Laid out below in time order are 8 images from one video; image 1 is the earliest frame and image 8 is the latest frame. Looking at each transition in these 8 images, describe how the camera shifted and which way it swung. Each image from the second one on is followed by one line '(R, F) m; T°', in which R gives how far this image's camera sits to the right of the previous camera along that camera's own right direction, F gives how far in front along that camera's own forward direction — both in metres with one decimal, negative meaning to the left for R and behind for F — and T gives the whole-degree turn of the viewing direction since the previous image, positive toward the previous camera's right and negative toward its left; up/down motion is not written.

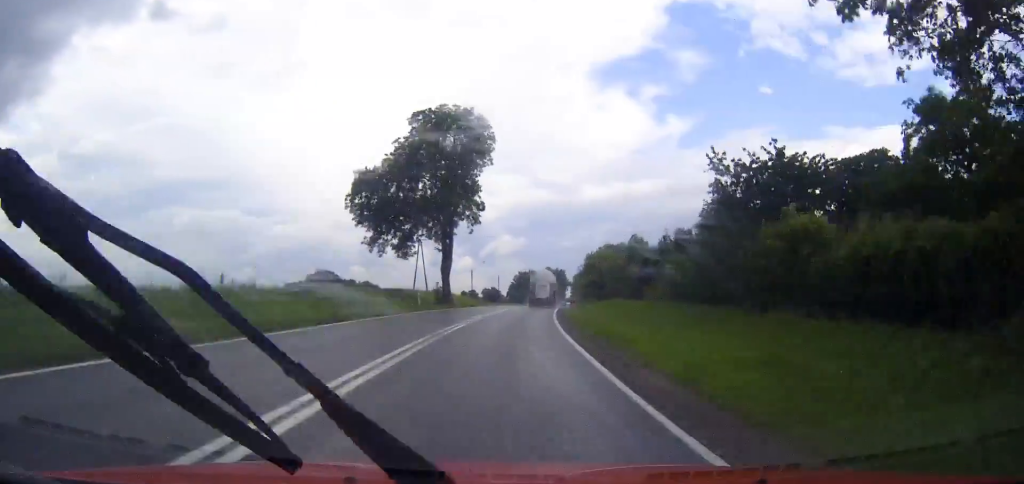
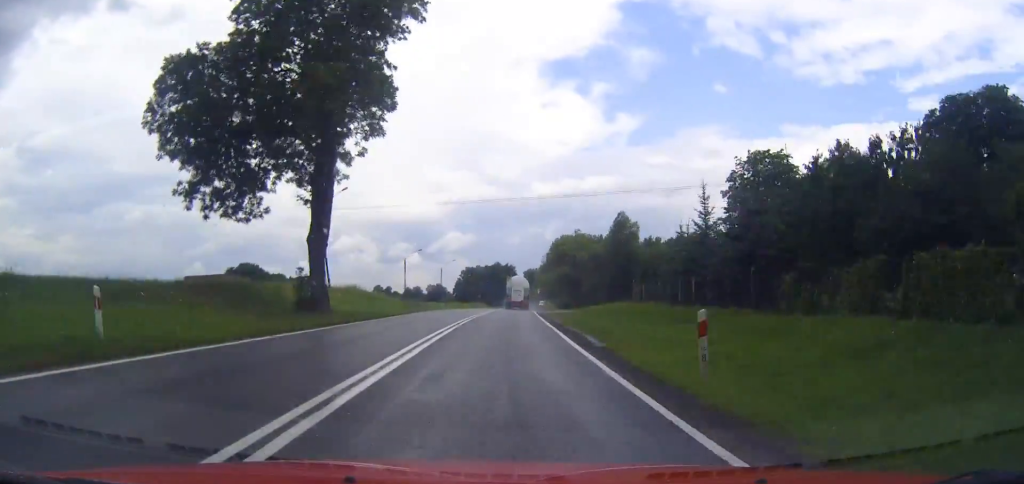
(+1.1, +34.1) m; +2°
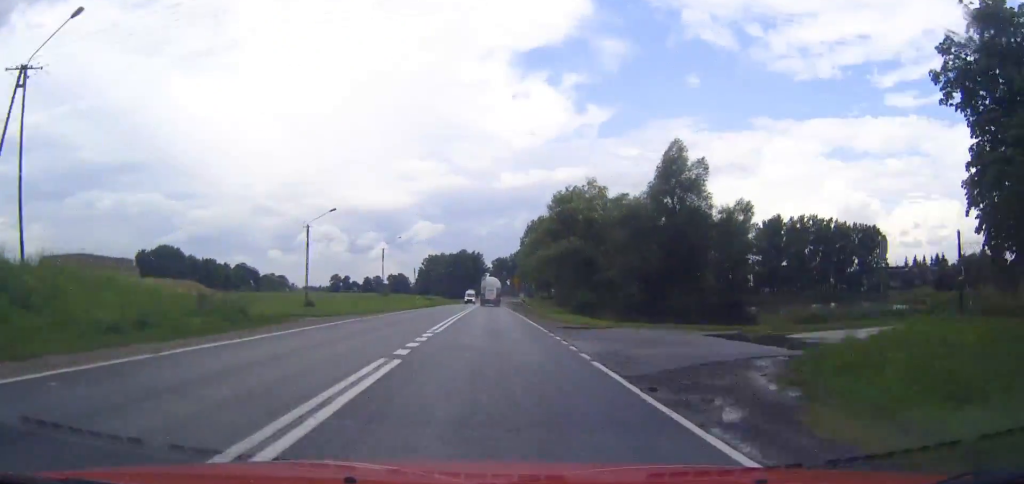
(+0.9, +43.8) m; +2°
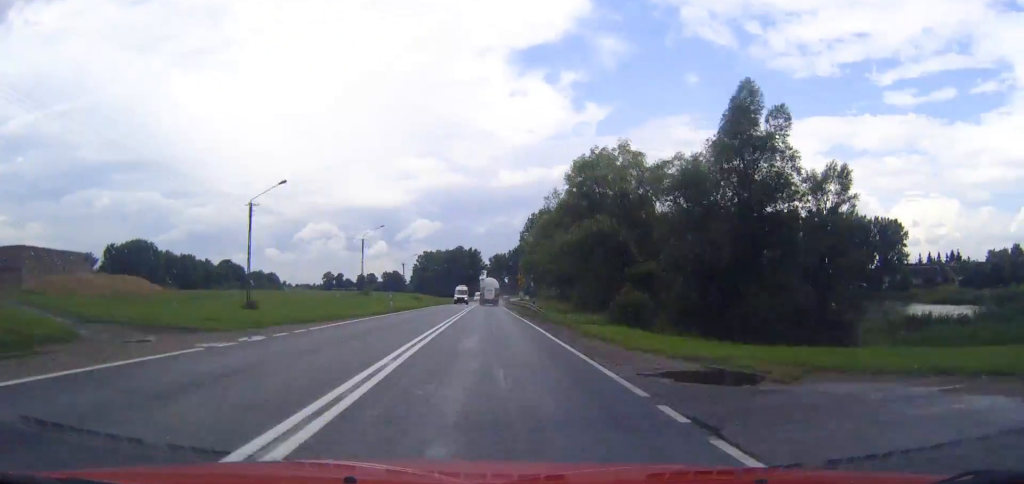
(+0.1, +16.5) m; 0°
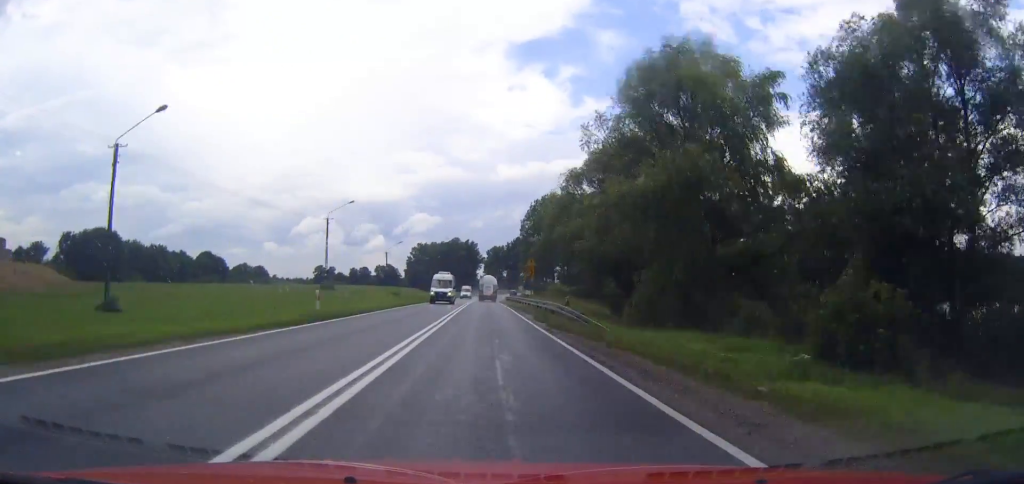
(+0.1, +20.6) m; 0°
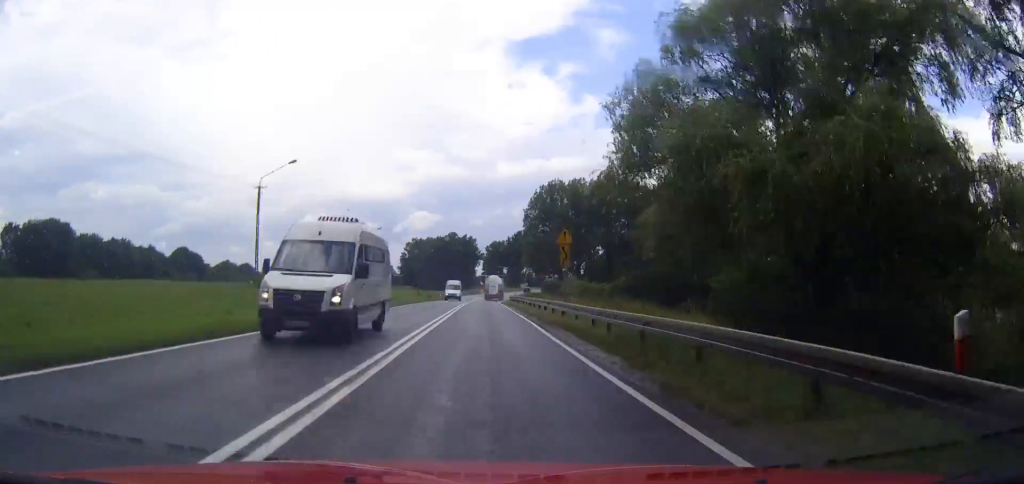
(0.0, +23.4) m; 0°
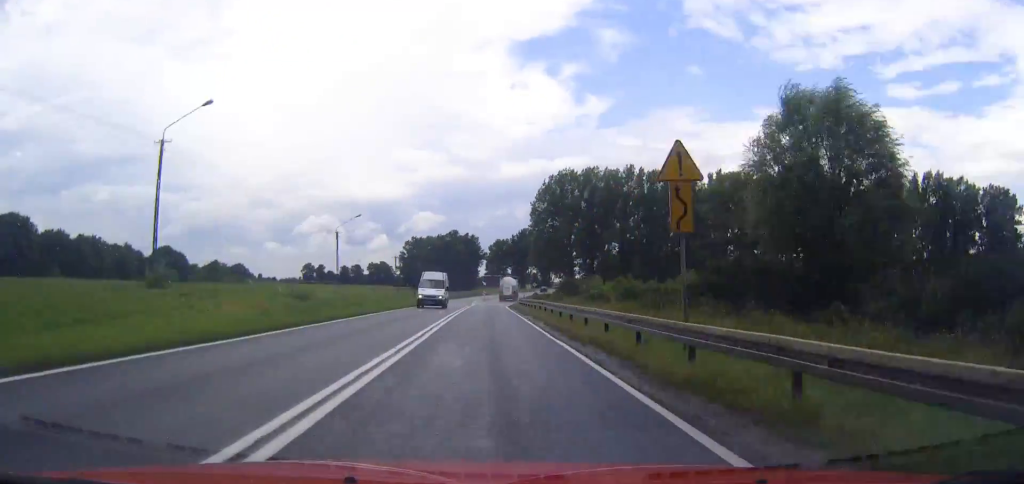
(-0.1, +17.9) m; 0°
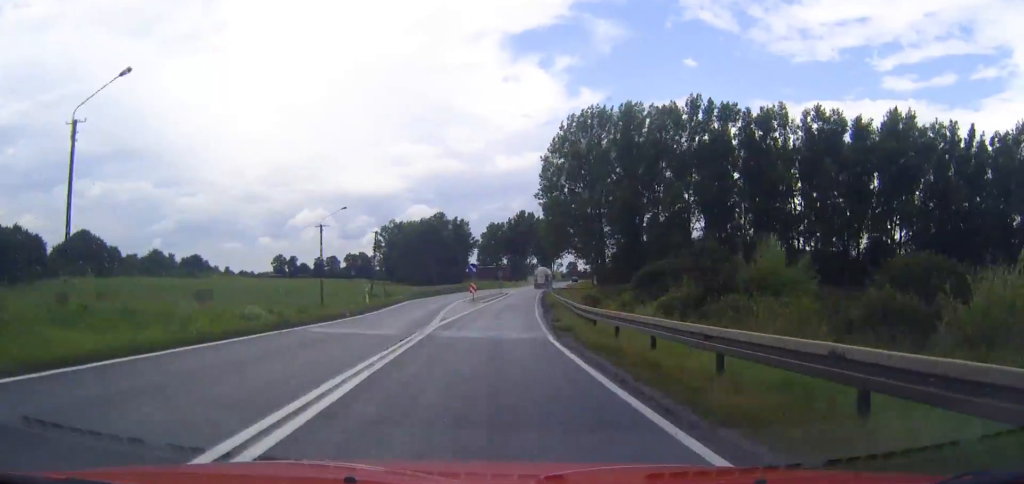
(+0.3, +53.4) m; +2°
